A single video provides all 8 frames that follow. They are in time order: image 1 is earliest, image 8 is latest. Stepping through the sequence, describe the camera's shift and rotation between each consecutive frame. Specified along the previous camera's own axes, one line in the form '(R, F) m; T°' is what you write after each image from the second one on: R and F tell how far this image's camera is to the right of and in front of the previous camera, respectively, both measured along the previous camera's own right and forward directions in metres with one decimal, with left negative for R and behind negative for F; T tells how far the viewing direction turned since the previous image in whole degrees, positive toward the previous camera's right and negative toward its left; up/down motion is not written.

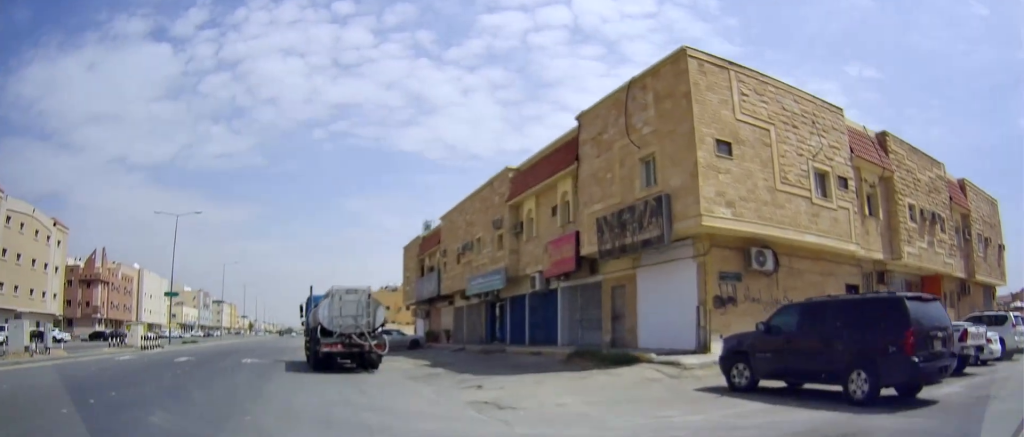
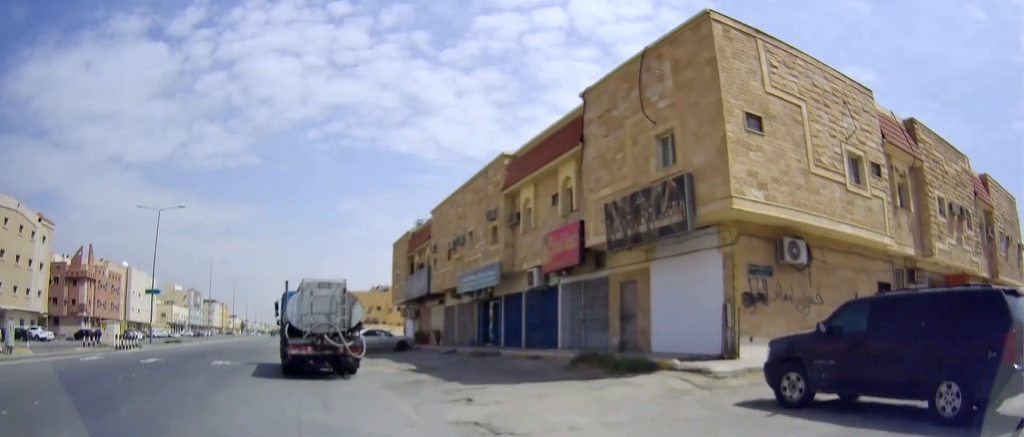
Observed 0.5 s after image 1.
(0.0, +2.7) m; 0°
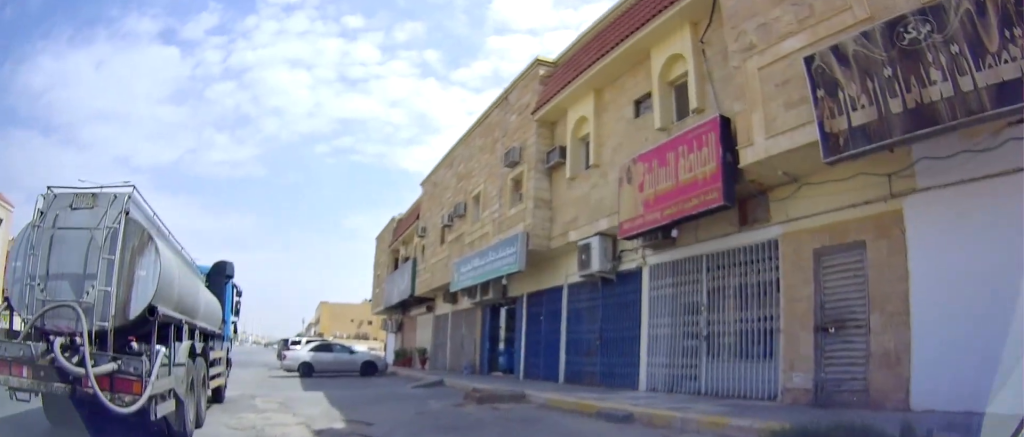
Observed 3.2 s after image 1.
(-0.2, +14.0) m; +4°
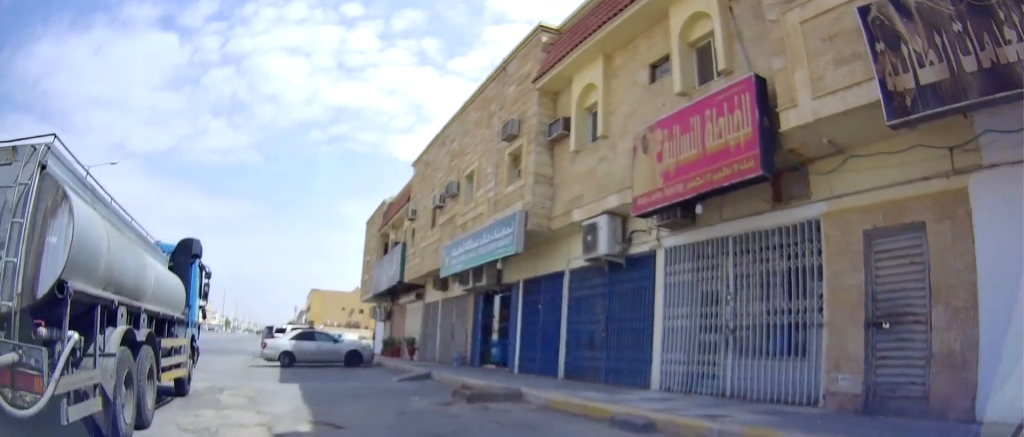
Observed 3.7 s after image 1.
(+0.2, +2.0) m; +4°
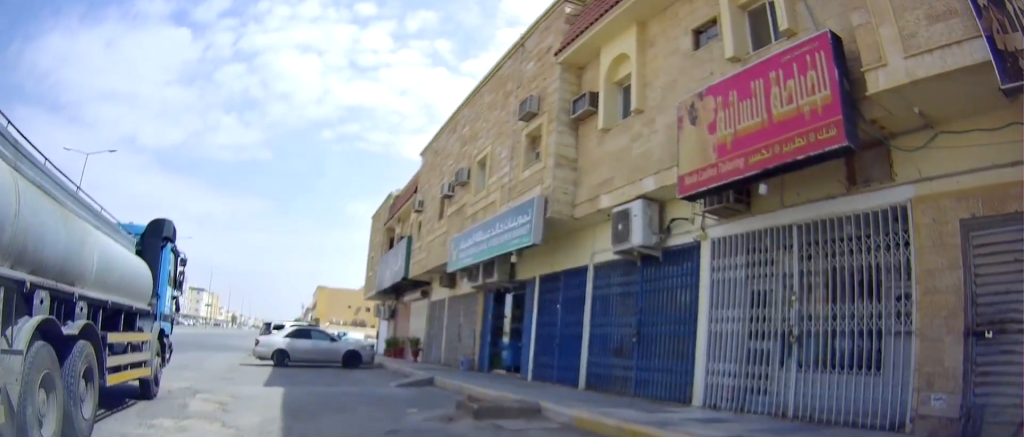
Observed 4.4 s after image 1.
(+0.1, +2.3) m; 0°
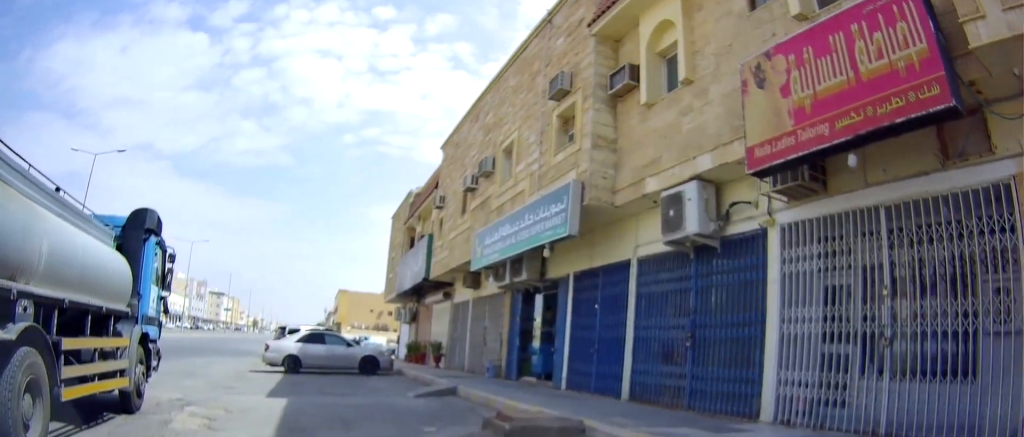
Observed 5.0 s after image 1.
(+0.1, +1.7) m; -7°
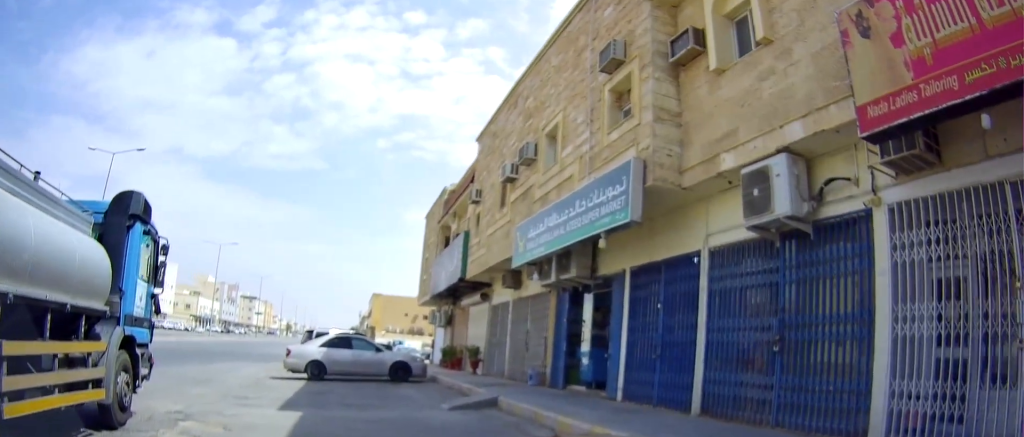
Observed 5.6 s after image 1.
(-0.3, +1.6) m; -3°
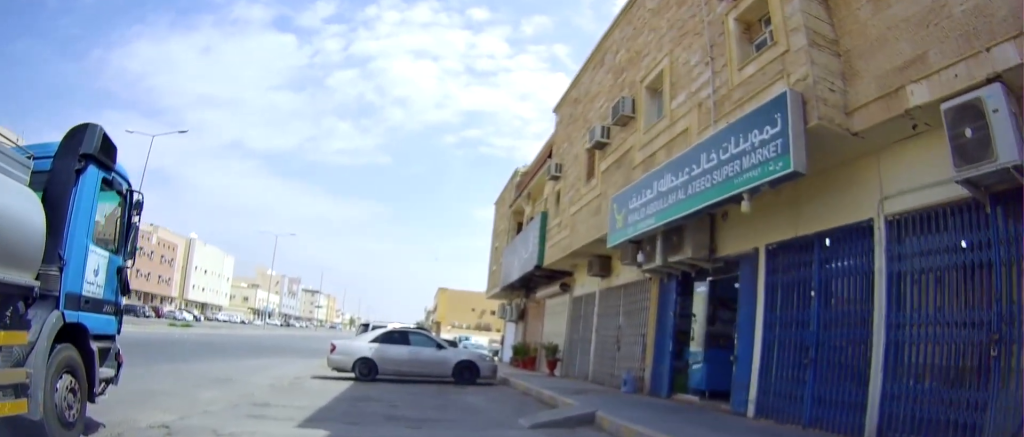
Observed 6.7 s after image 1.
(0.0, +2.5) m; -1°
